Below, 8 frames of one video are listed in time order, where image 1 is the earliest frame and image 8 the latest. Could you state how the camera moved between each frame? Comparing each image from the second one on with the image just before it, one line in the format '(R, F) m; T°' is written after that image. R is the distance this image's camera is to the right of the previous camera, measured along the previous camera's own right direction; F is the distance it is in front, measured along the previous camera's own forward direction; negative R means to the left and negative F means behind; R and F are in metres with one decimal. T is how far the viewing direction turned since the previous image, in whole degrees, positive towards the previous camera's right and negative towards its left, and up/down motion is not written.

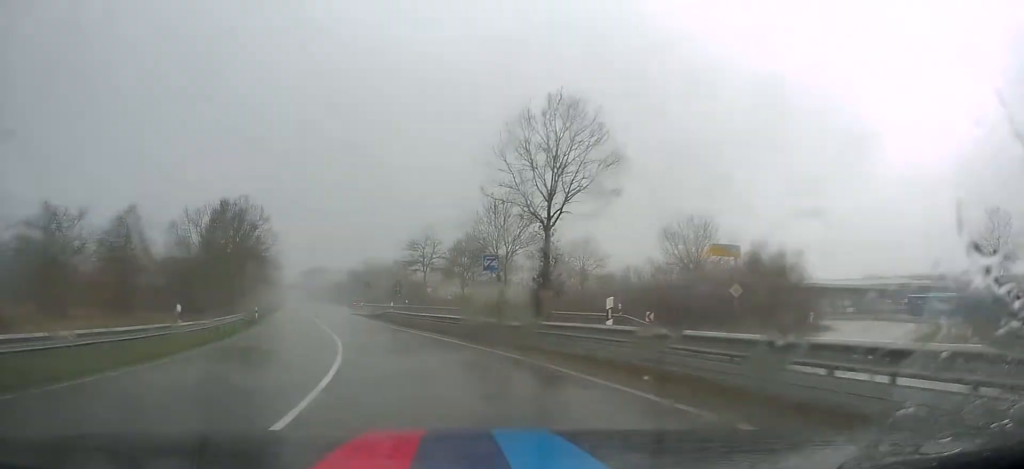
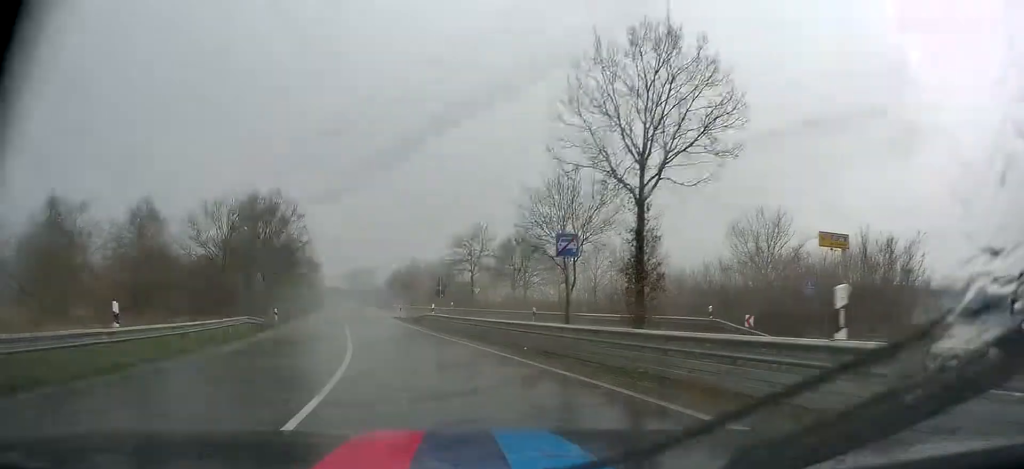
(-0.3, +5.5) m; -8°
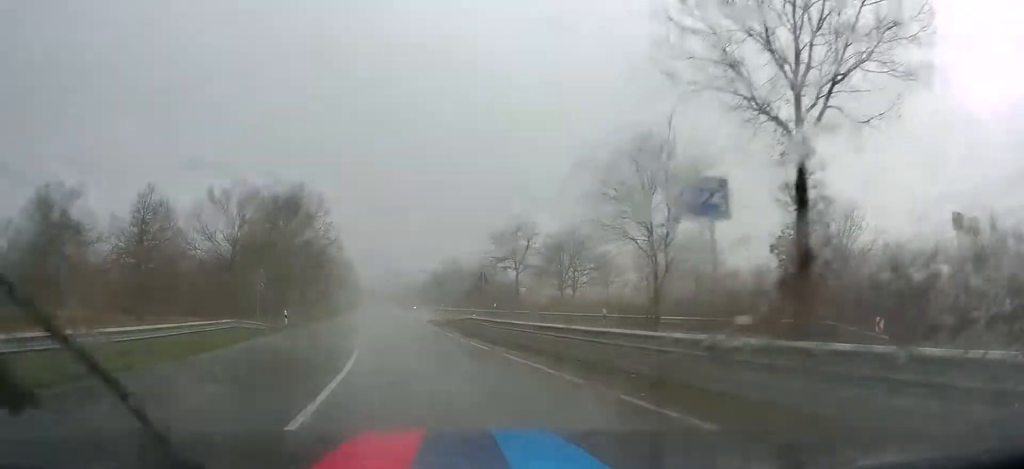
(-0.5, +5.8) m; -6°
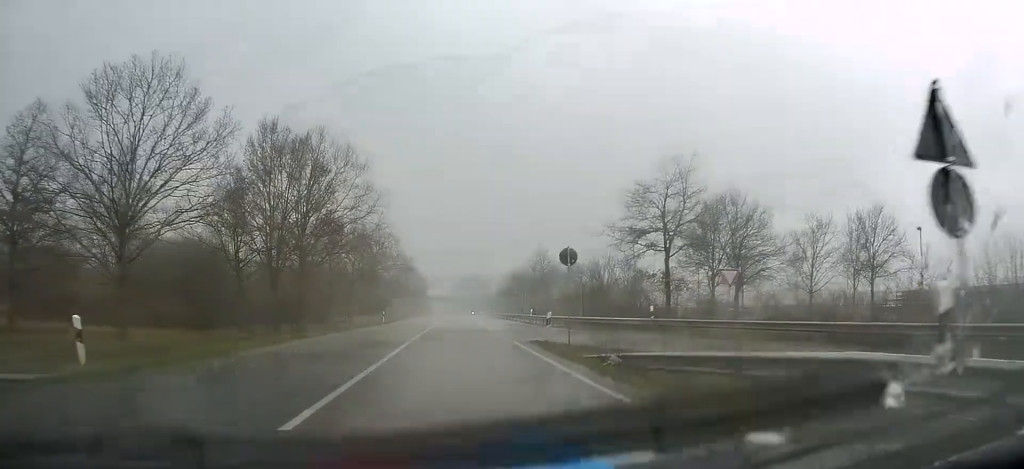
(-3.6, +22.0) m; -15°
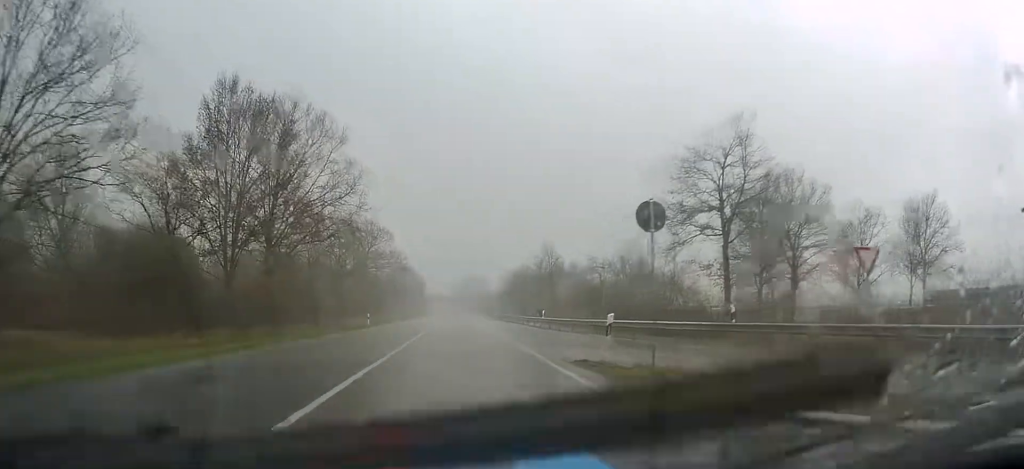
(-0.1, +7.6) m; -3°
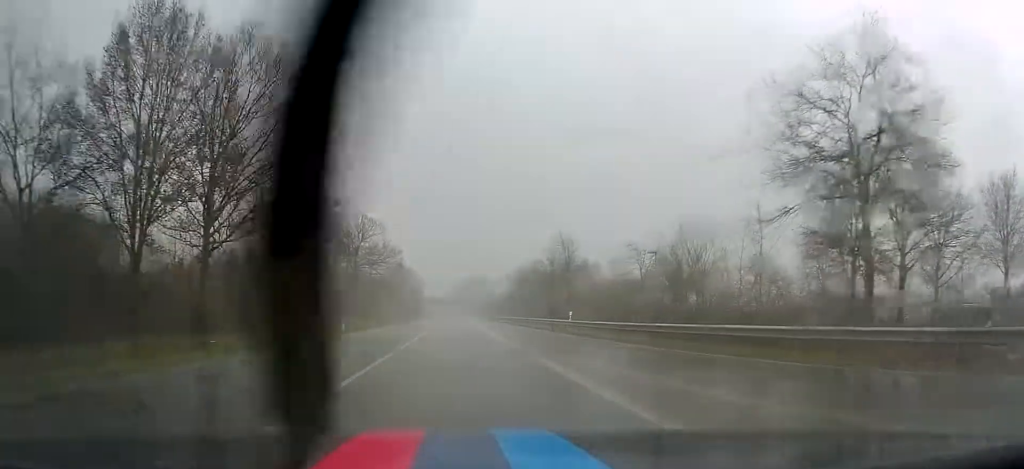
(-0.5, +9.8) m; -1°
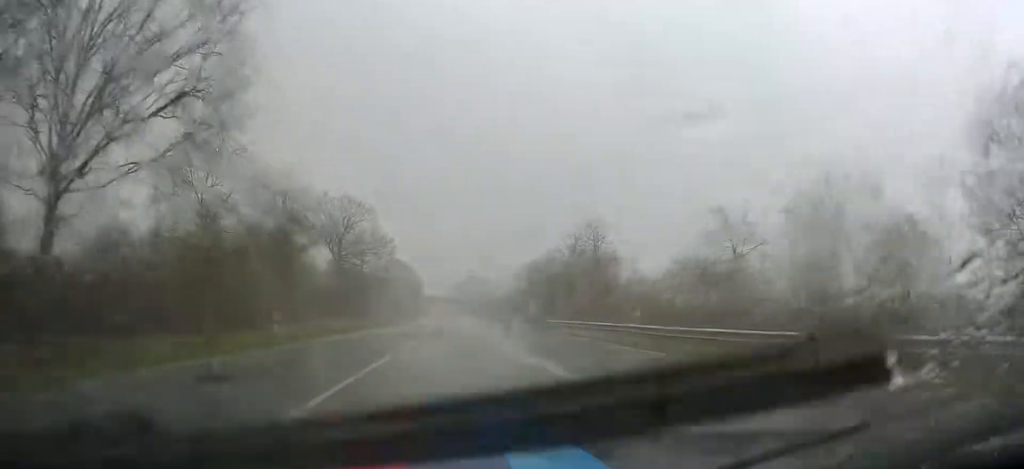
(-0.2, +12.2) m; 0°
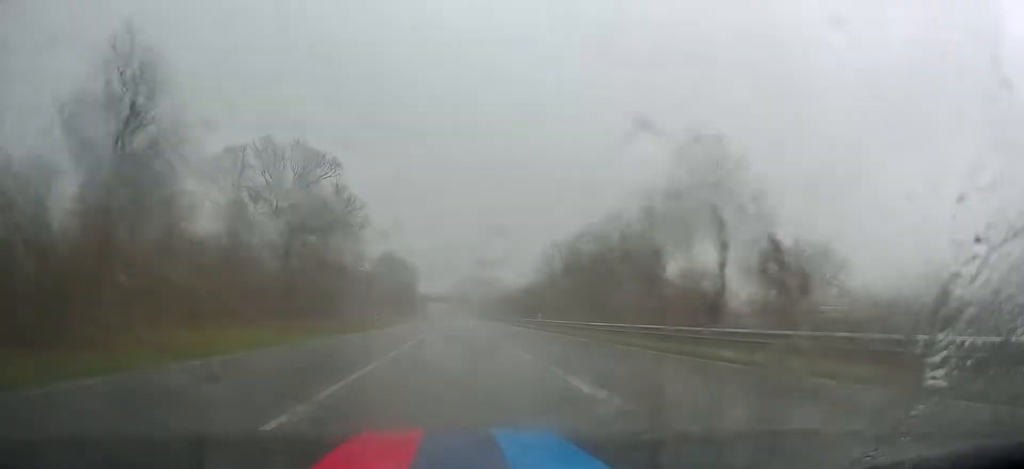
(+0.6, +22.1) m; +1°
